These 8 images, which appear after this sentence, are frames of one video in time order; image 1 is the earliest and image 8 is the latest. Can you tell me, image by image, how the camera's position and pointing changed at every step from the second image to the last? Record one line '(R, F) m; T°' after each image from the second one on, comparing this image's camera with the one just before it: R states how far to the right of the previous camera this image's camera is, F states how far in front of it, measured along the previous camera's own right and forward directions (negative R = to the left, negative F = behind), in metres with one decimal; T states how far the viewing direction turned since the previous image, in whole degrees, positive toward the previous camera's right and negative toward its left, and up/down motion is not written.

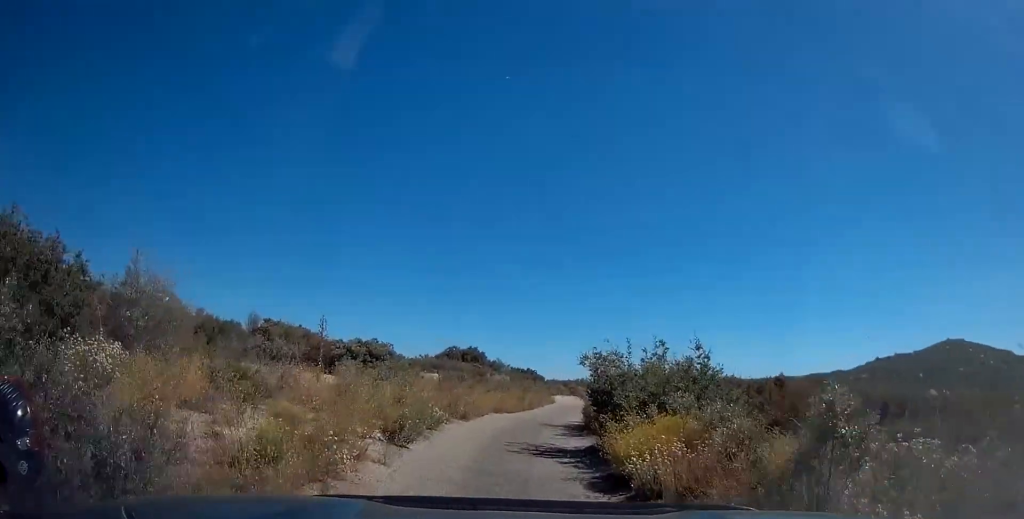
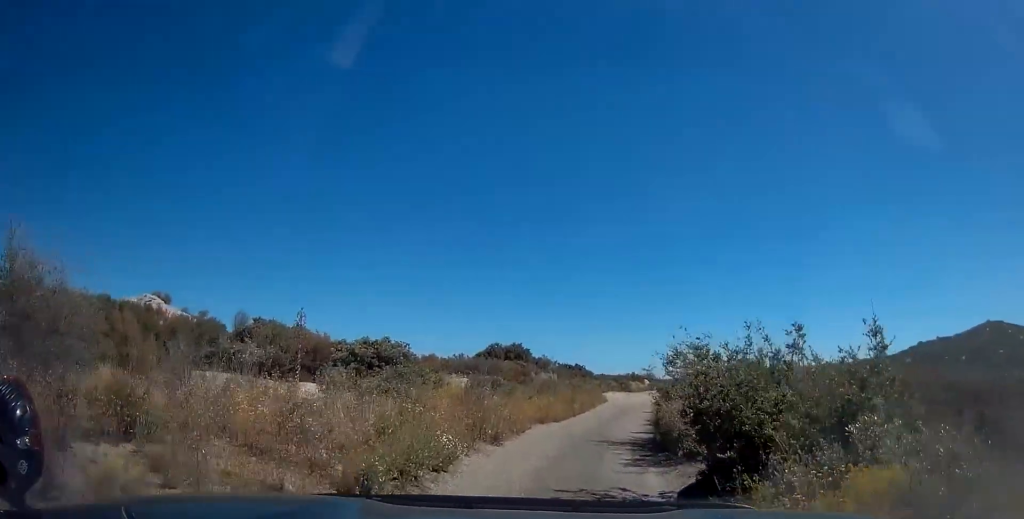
(+0.2, +4.3) m; -5°
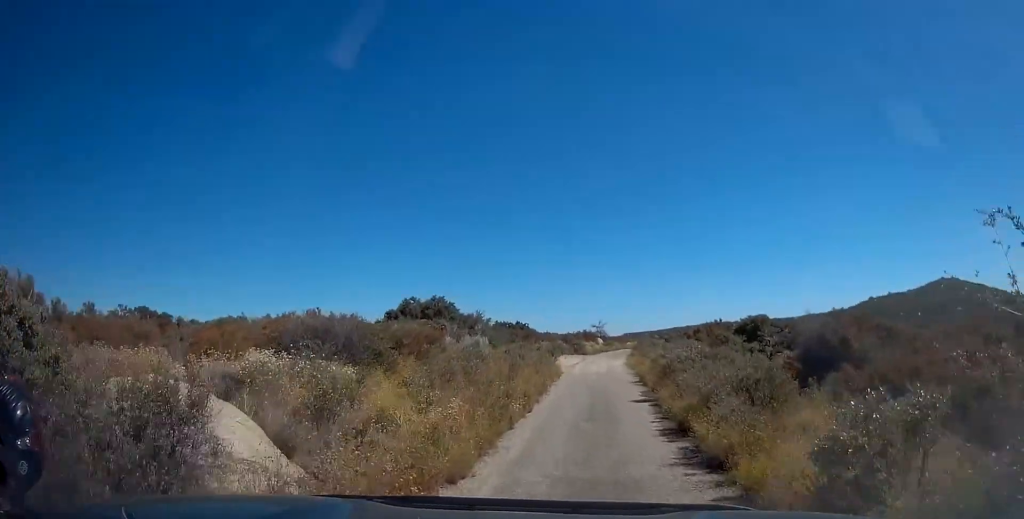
(-1.7, +12.9) m; -2°
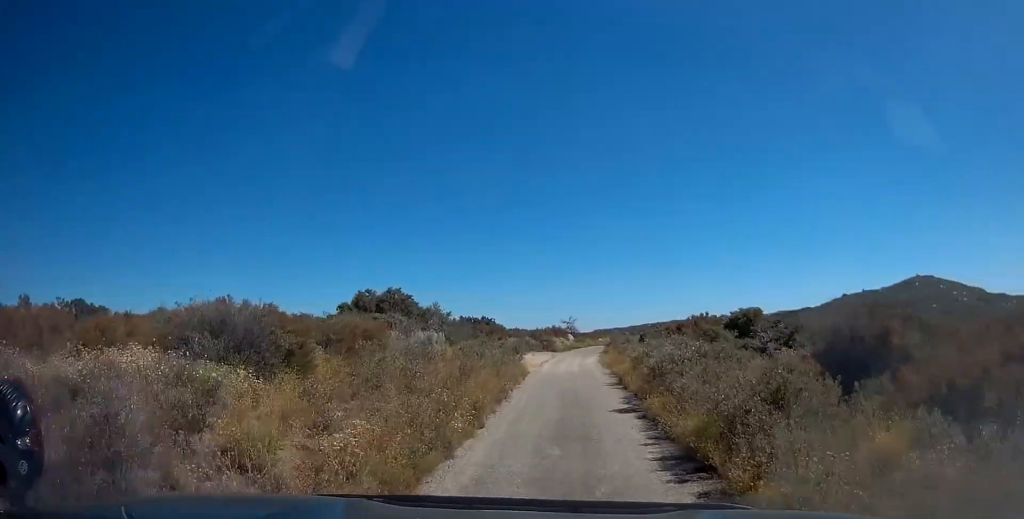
(+0.4, +3.4) m; +1°
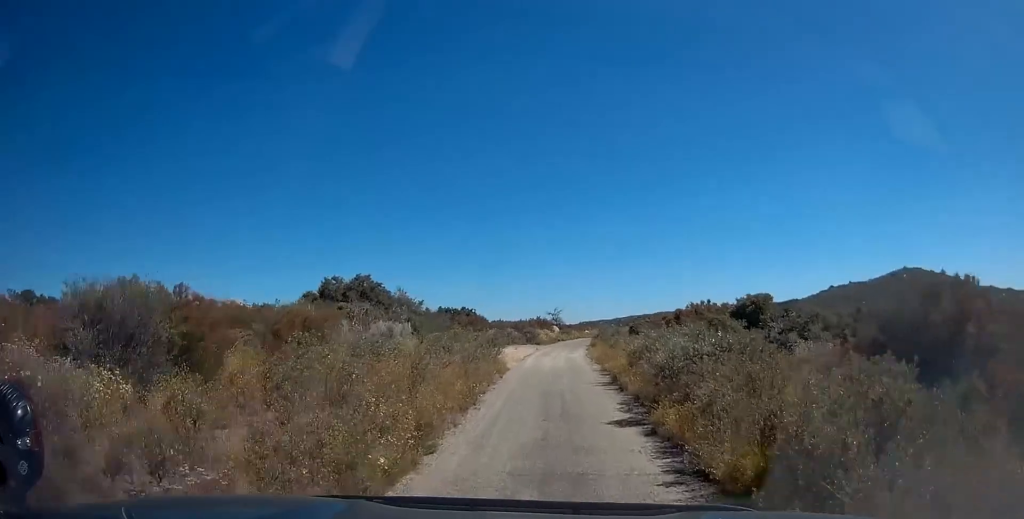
(+0.3, +3.0) m; +1°
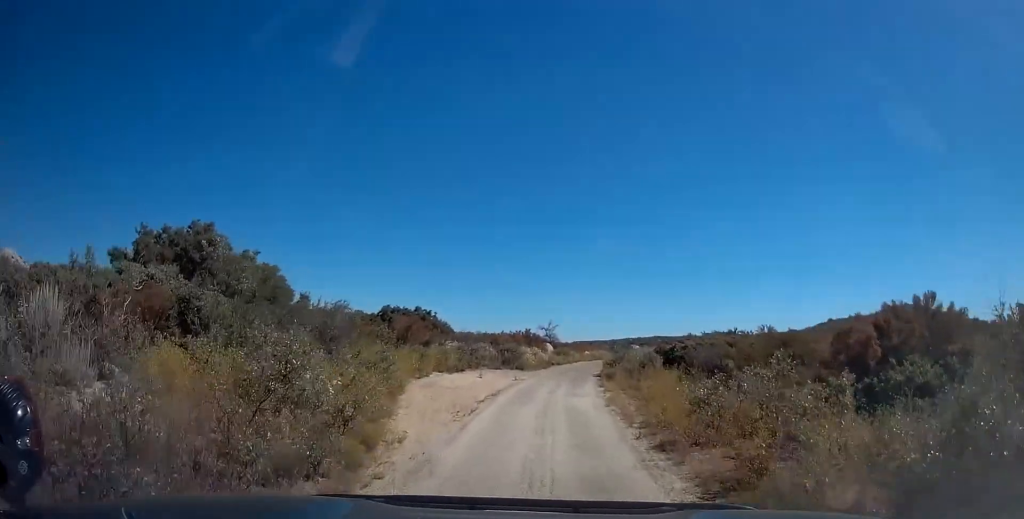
(+0.8, +16.5) m; +7°
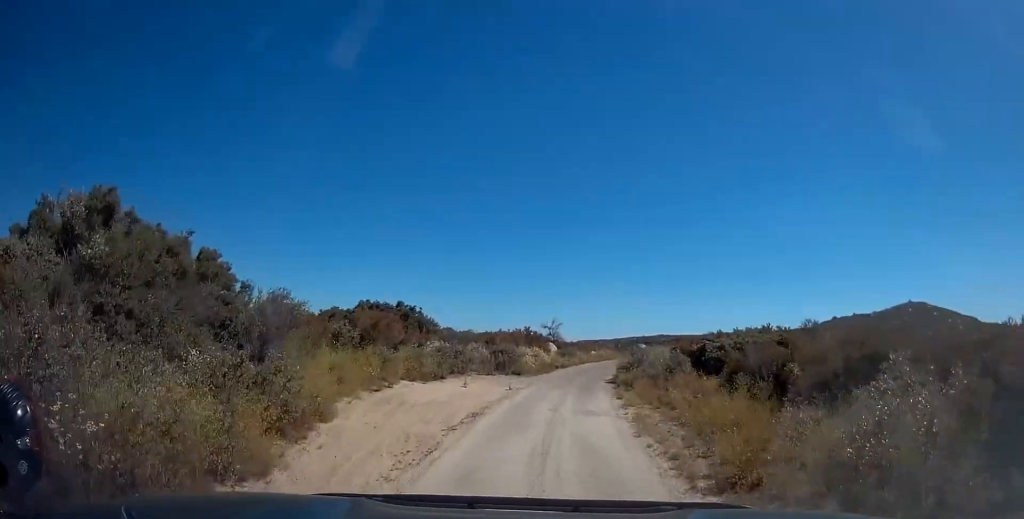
(0.0, +5.5) m; -2°
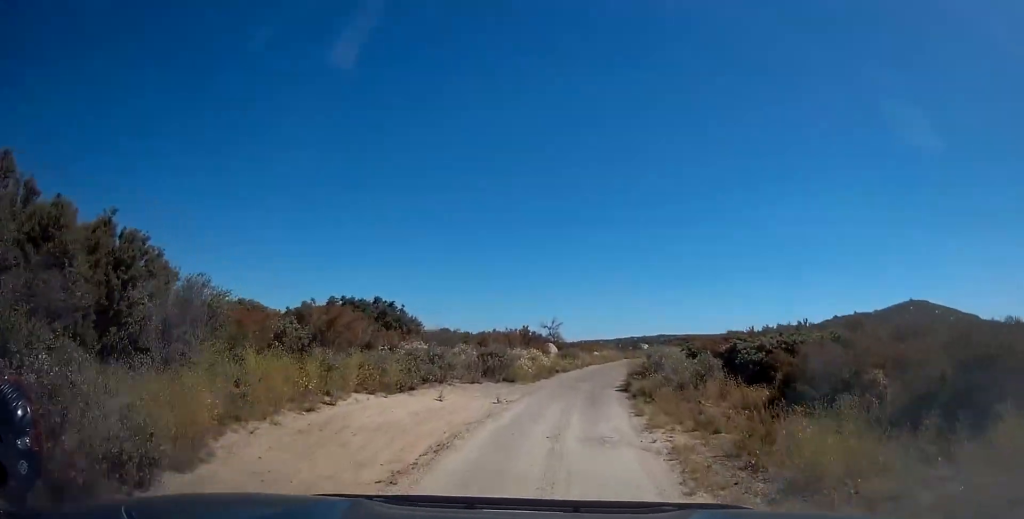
(-0.1, +4.6) m; 0°
